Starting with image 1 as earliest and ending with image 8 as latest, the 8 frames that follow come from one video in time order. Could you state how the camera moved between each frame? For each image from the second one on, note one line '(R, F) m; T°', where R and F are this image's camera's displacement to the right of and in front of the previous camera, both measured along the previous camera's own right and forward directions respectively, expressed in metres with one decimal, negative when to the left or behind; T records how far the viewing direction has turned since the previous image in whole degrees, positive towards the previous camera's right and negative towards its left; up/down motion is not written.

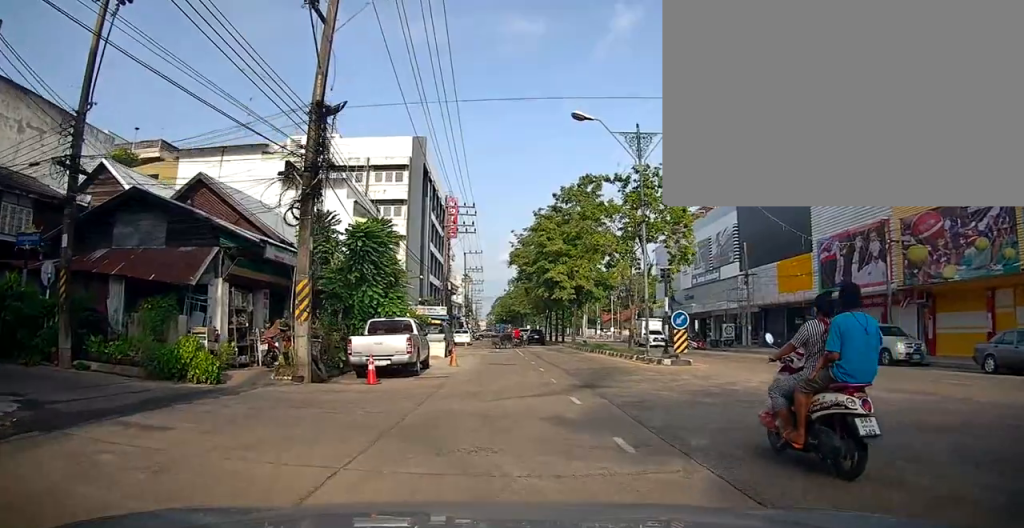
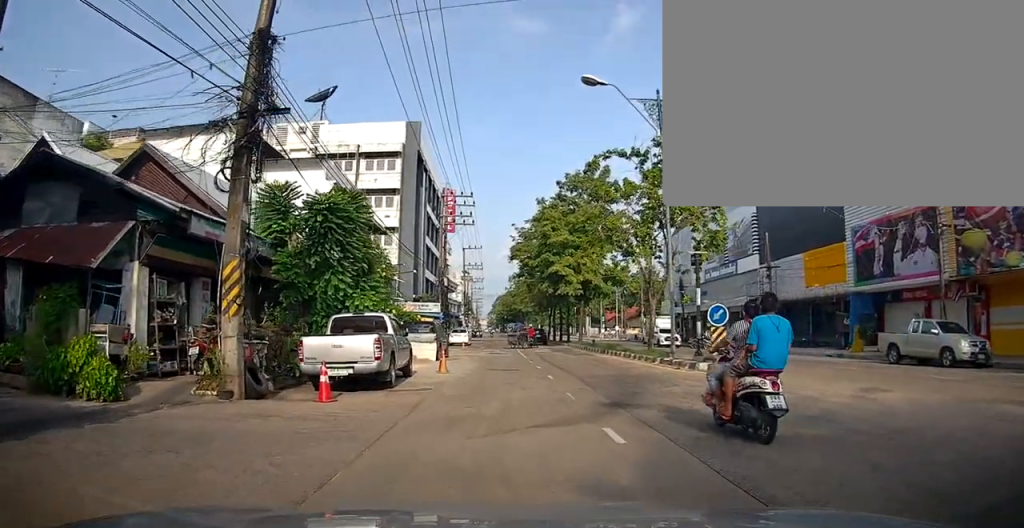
(0.0, +3.3) m; +3°
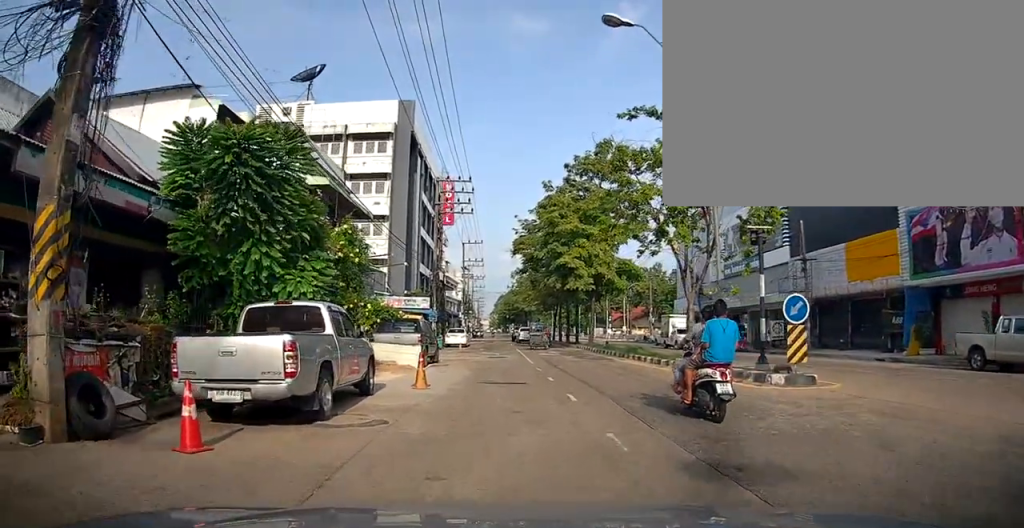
(+0.1, +4.2) m; -2°
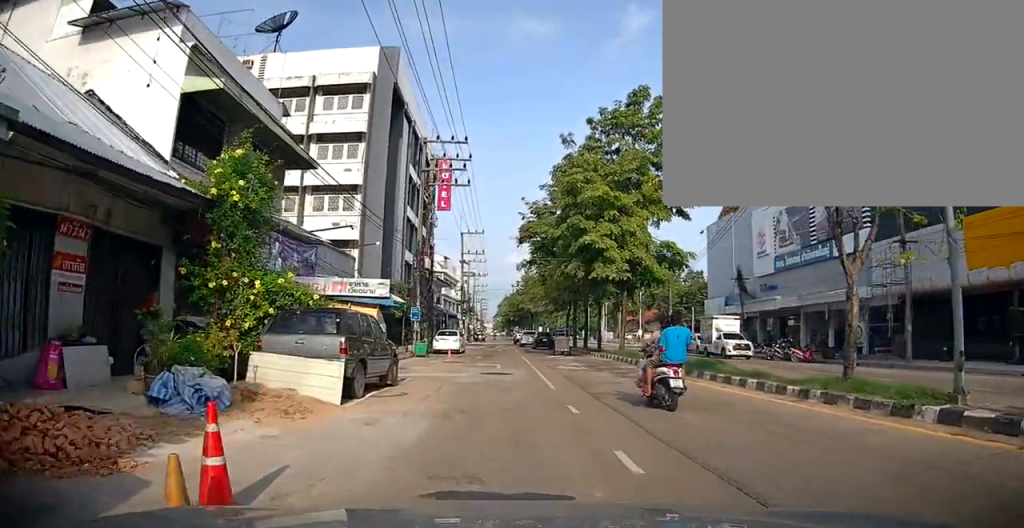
(-0.4, +8.3) m; -2°
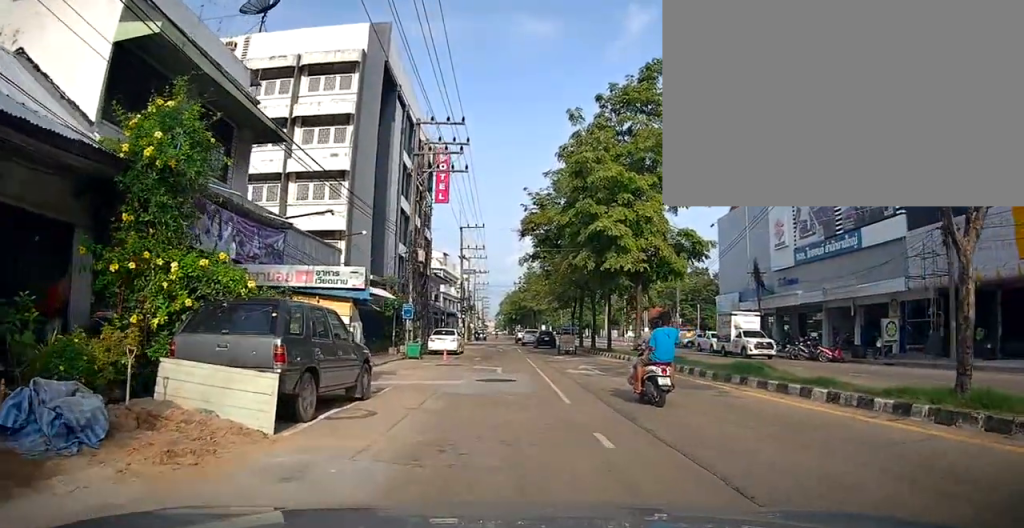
(0.0, +2.4) m; -1°
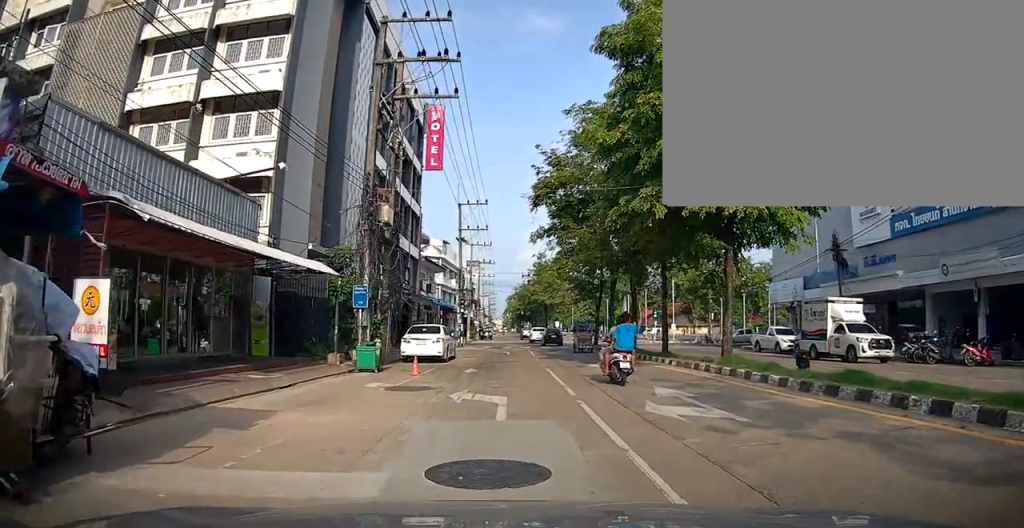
(-0.2, +6.5) m; -4°
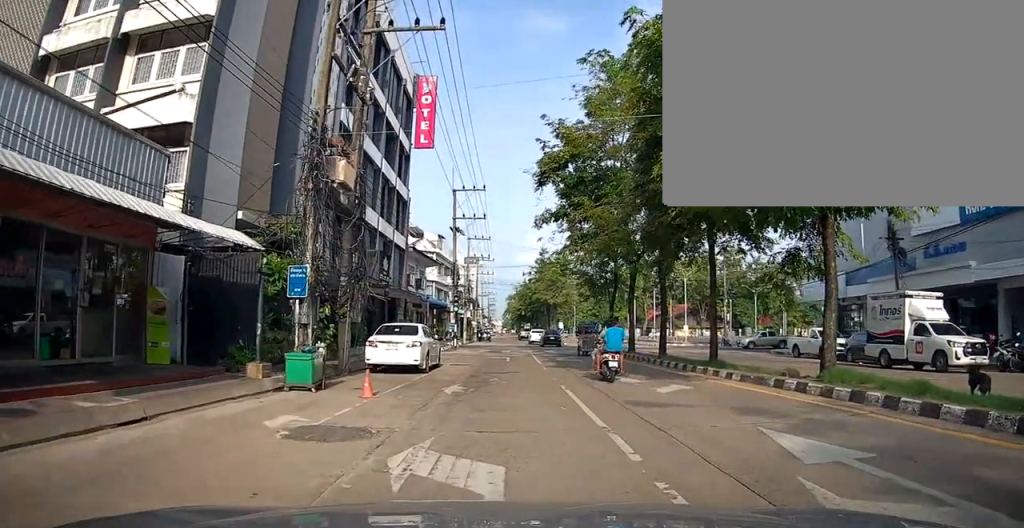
(0.0, +2.3) m; 0°
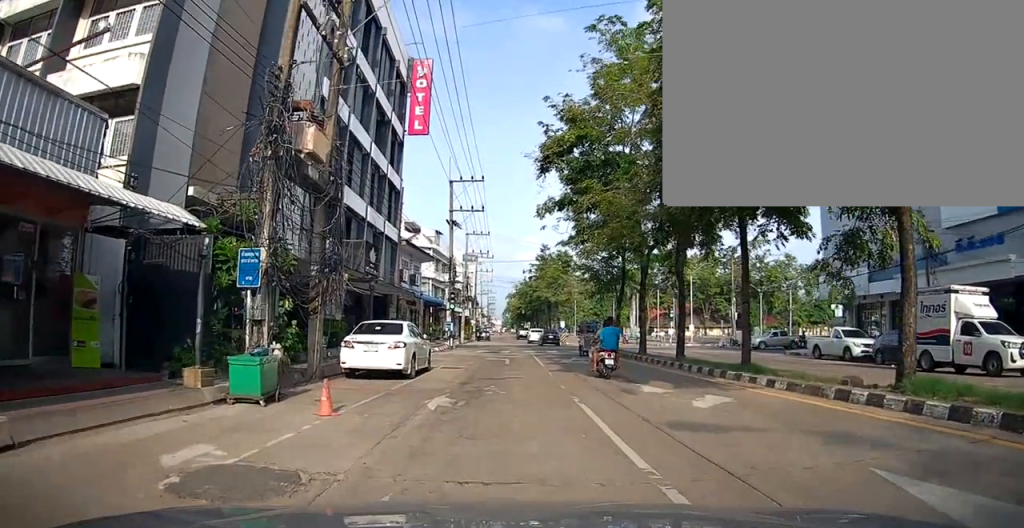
(0.0, +1.0) m; +1°
